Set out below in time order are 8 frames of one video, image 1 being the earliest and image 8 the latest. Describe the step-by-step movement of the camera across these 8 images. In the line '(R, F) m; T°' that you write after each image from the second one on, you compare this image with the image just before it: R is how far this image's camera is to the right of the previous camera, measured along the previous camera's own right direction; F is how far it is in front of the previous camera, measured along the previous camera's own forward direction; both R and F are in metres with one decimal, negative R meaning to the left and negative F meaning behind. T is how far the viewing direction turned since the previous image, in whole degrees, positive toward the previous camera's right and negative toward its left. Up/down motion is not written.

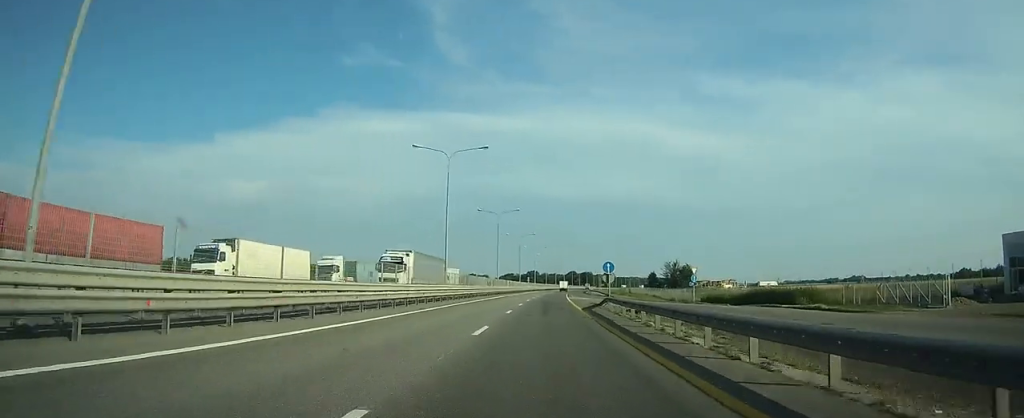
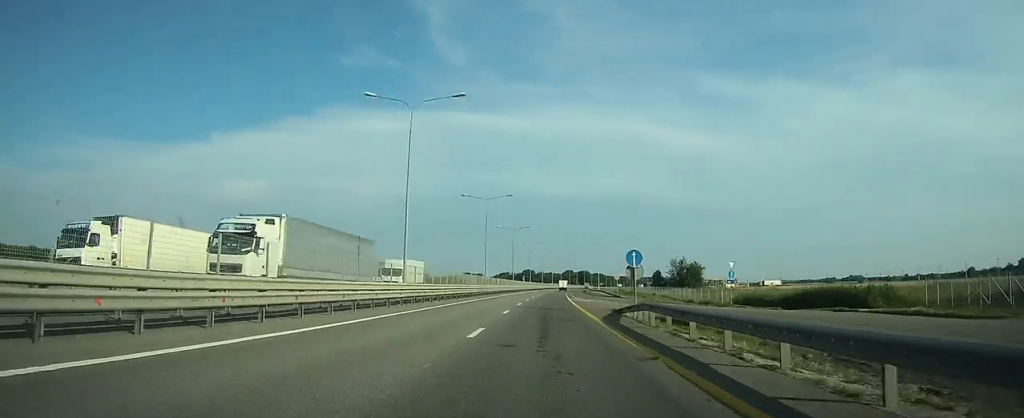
(0.0, +13.1) m; 0°
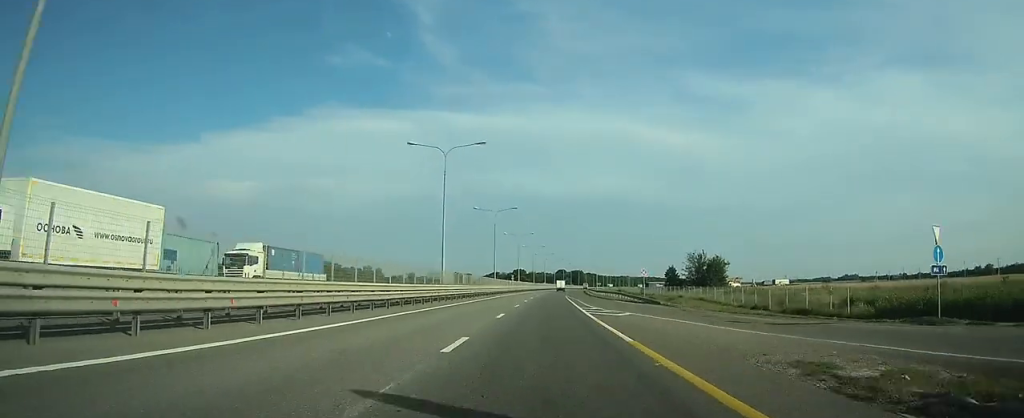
(+0.1, +27.1) m; +1°
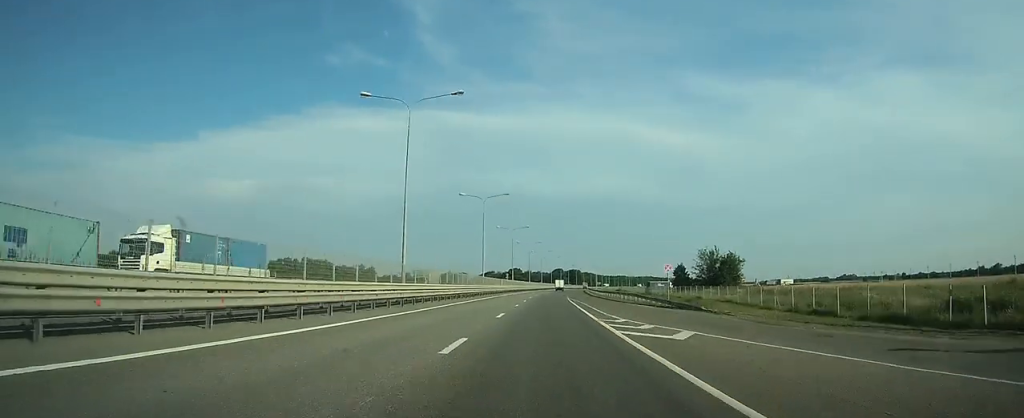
(+0.1, +12.2) m; 0°
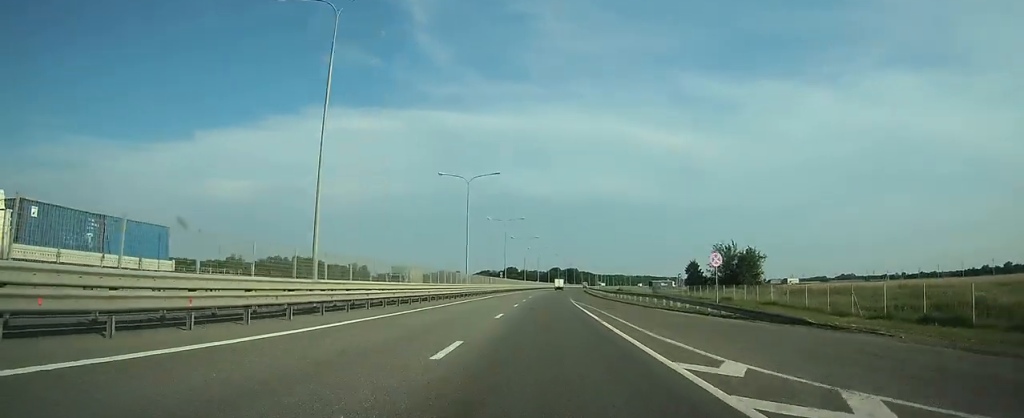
(0.0, +13.1) m; 0°
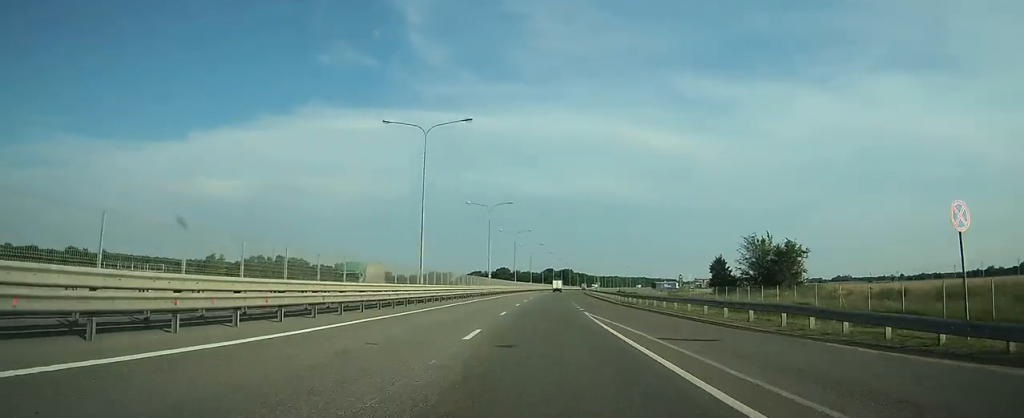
(0.0, +20.1) m; +1°
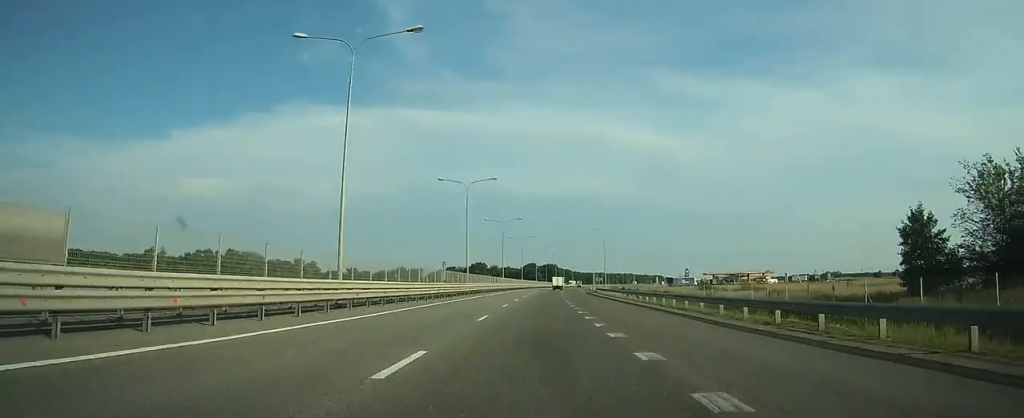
(+0.9, +54.7) m; +2°
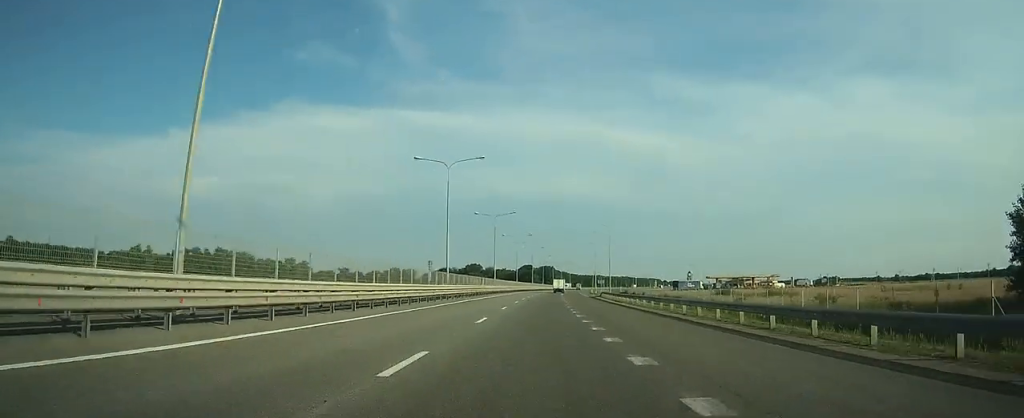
(+0.1, +11.5) m; 0°
